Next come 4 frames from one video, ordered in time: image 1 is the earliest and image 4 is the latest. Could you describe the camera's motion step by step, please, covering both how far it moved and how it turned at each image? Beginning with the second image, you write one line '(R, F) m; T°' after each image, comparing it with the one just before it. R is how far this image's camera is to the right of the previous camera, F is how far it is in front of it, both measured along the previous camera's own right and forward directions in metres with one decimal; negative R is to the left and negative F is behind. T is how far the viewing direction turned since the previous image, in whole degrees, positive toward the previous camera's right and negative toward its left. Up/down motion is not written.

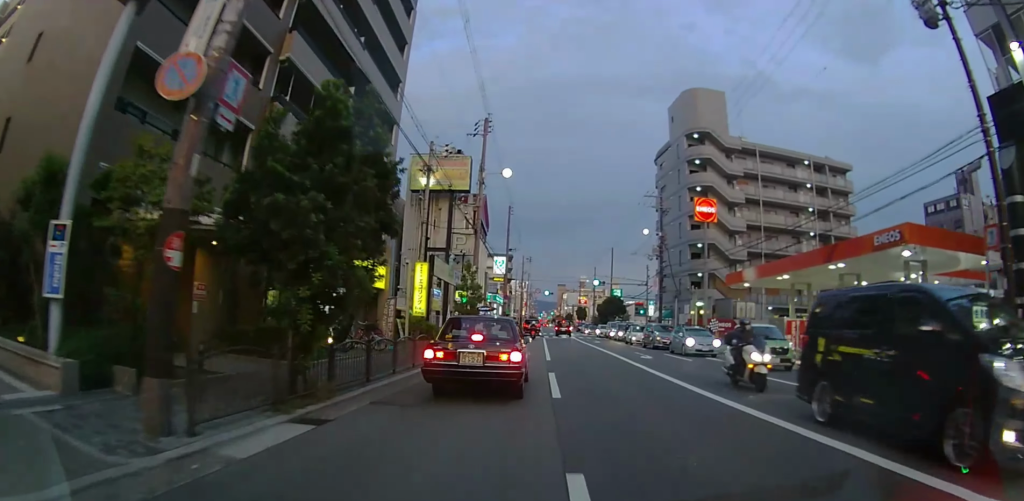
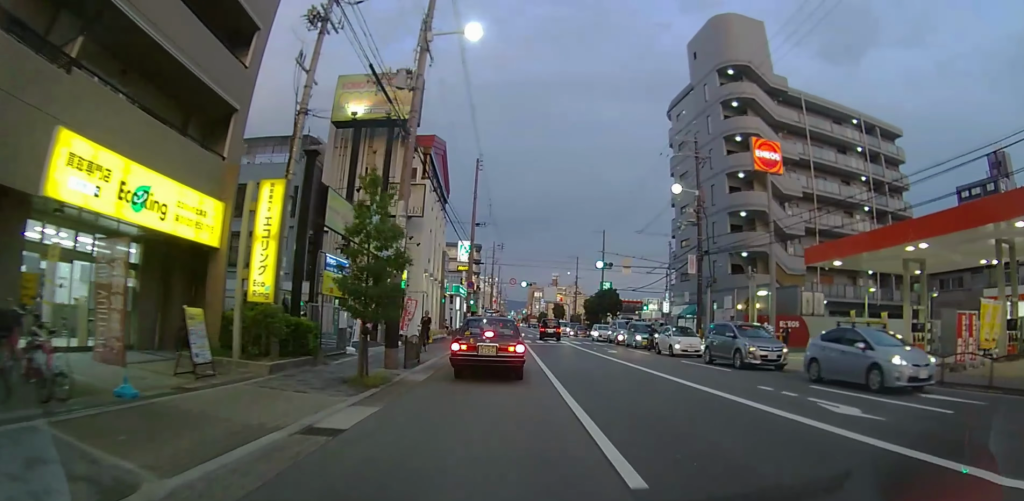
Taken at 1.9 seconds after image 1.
(0.0, +15.3) m; 0°
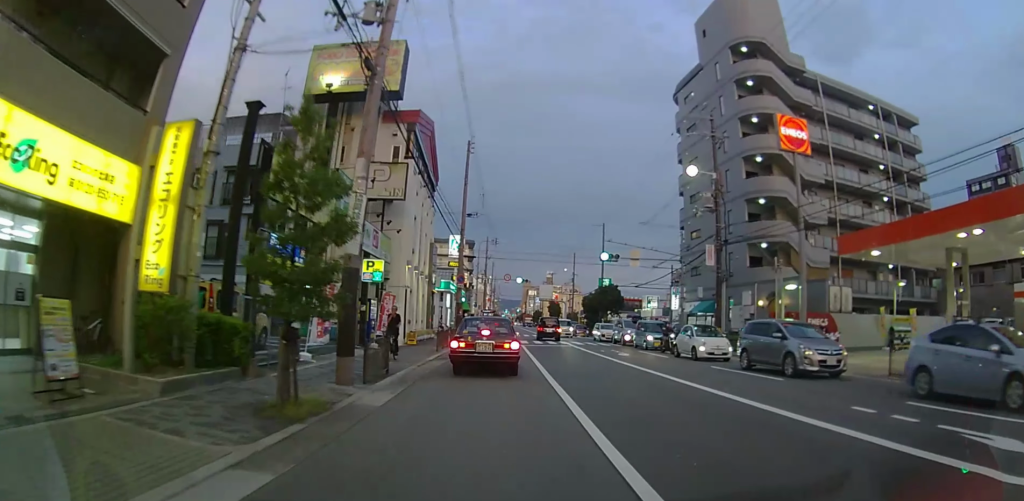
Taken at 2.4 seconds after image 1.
(0.0, +3.6) m; 0°
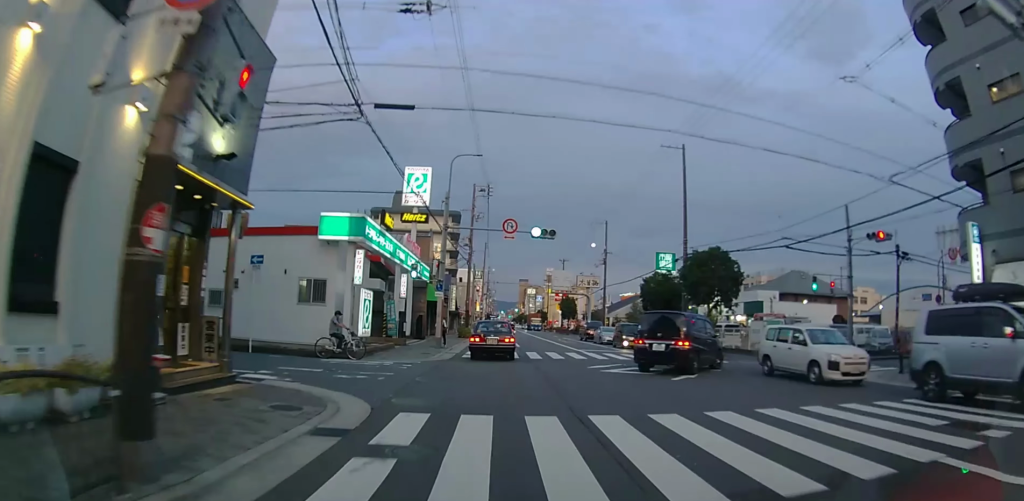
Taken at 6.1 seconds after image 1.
(+0.6, +29.6) m; +3°
